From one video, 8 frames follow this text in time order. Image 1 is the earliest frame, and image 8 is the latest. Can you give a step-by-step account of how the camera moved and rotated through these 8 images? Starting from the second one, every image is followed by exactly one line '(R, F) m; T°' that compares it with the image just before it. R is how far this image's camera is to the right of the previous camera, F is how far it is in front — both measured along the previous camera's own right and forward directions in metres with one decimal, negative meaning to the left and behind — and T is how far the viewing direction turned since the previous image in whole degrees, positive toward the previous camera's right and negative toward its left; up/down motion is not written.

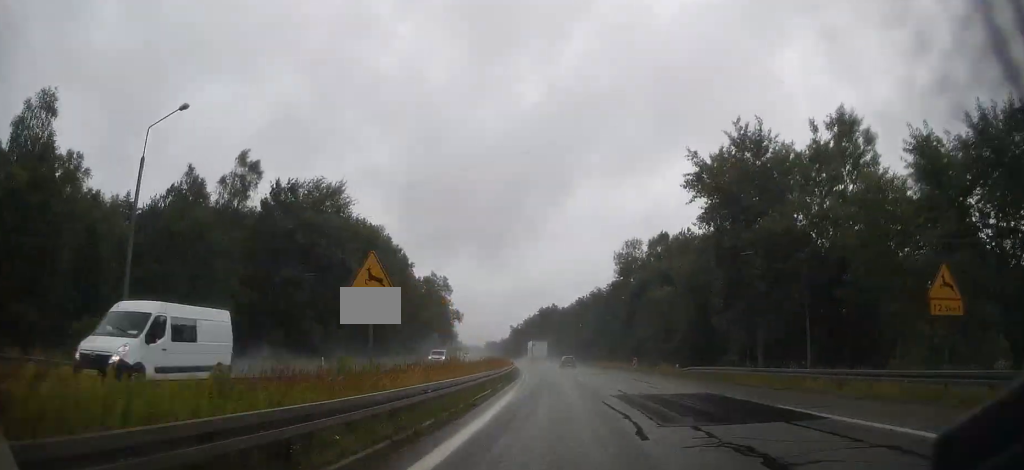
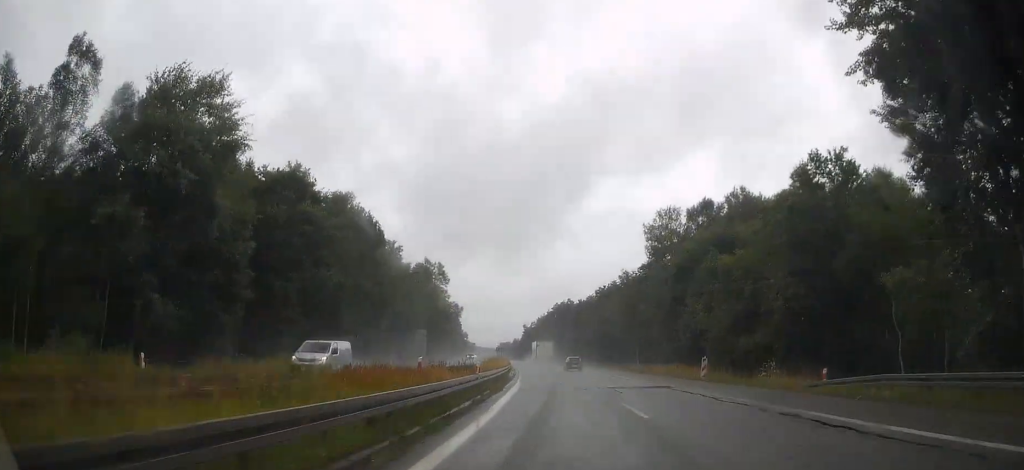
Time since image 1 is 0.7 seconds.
(-0.2, +23.4) m; -2°
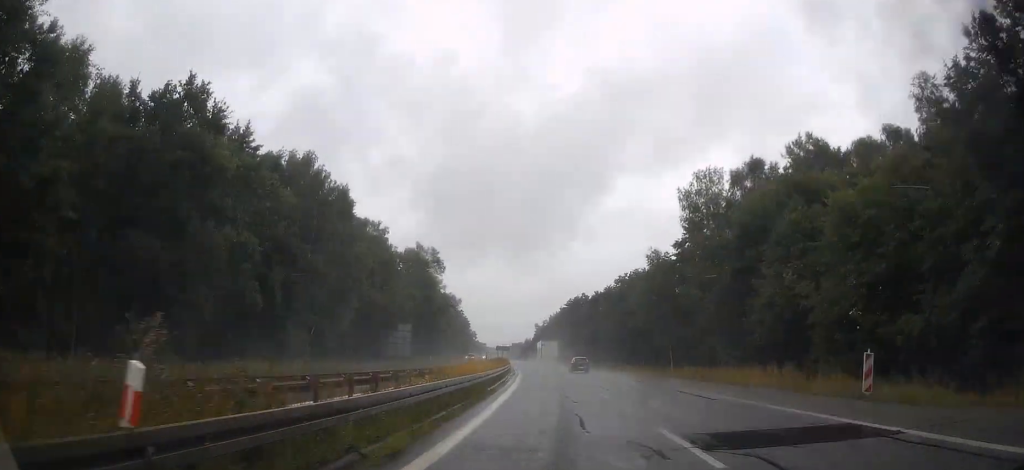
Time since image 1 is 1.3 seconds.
(-0.3, +18.2) m; -1°
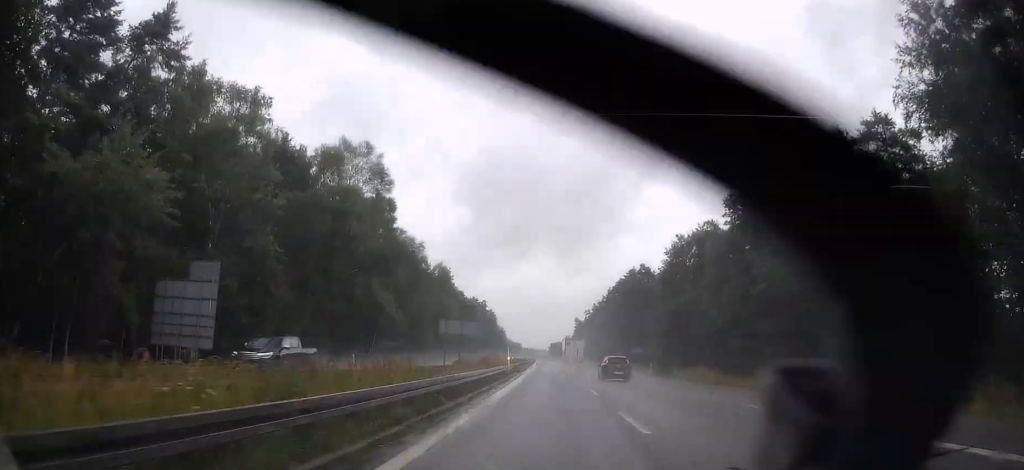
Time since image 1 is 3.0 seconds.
(-1.8, +54.9) m; -4°
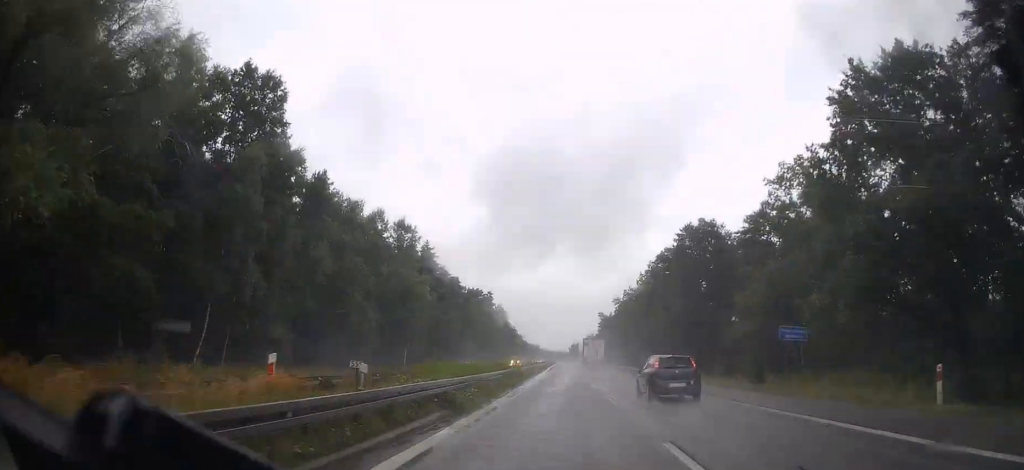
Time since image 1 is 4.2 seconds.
(-0.5, +40.2) m; 0°
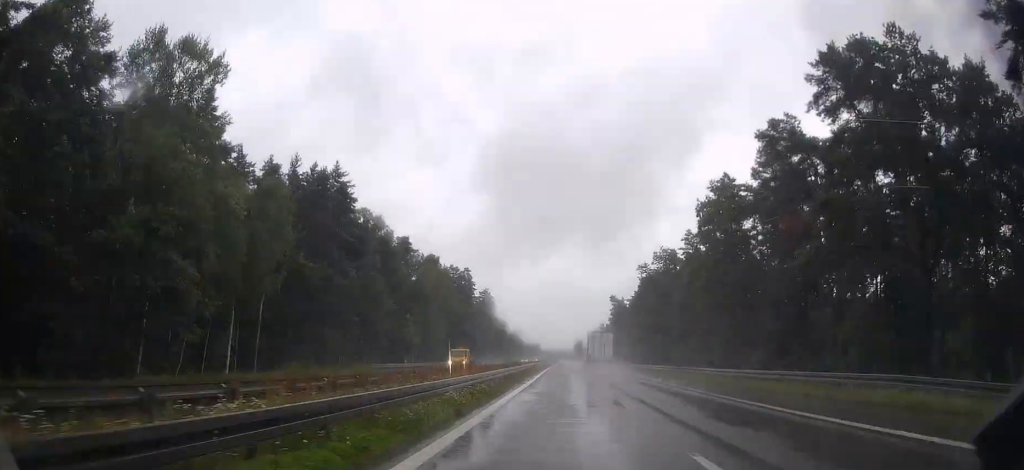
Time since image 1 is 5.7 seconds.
(+0.1, +47.9) m; 0°
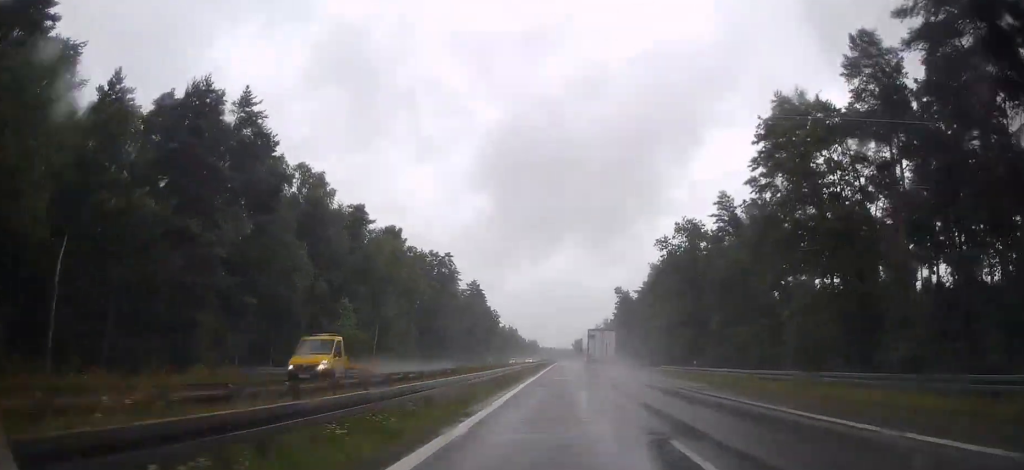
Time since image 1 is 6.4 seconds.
(-0.1, +21.9) m; 0°
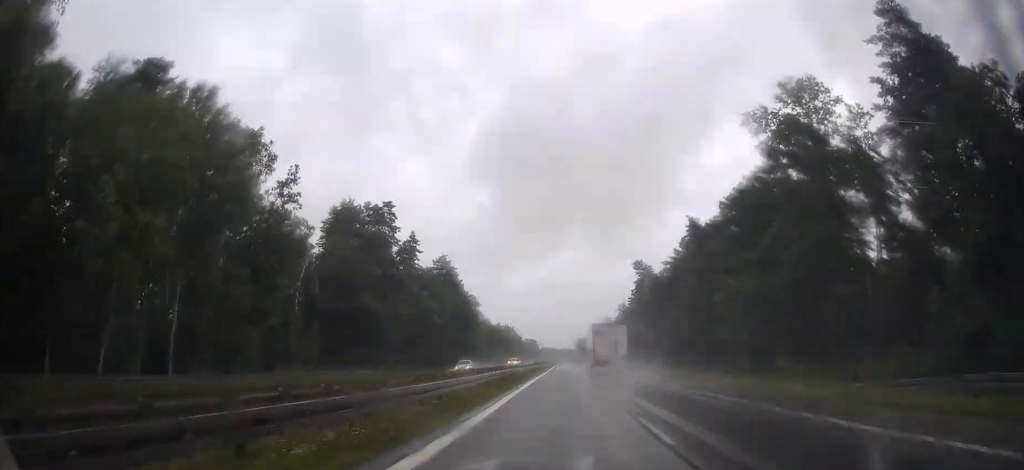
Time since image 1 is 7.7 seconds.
(0.0, +42.7) m; 0°
